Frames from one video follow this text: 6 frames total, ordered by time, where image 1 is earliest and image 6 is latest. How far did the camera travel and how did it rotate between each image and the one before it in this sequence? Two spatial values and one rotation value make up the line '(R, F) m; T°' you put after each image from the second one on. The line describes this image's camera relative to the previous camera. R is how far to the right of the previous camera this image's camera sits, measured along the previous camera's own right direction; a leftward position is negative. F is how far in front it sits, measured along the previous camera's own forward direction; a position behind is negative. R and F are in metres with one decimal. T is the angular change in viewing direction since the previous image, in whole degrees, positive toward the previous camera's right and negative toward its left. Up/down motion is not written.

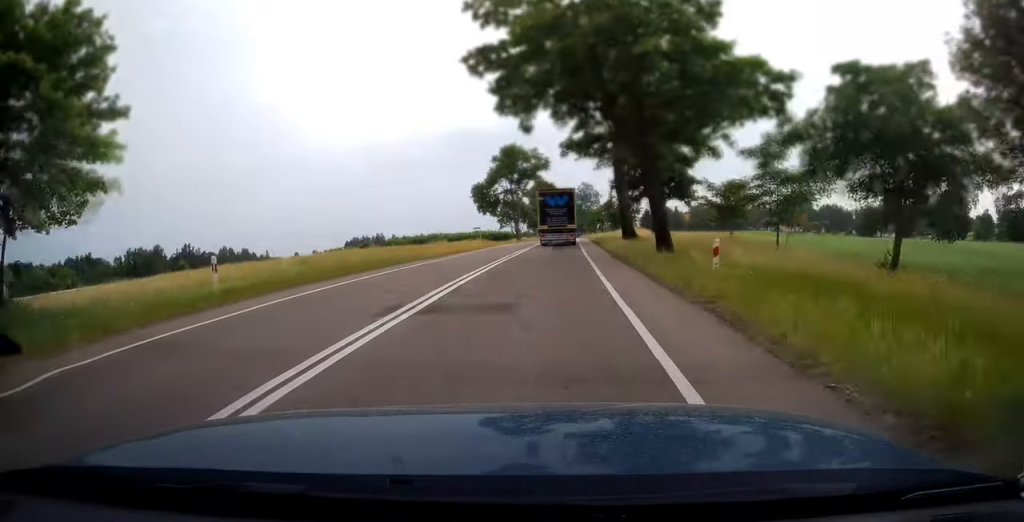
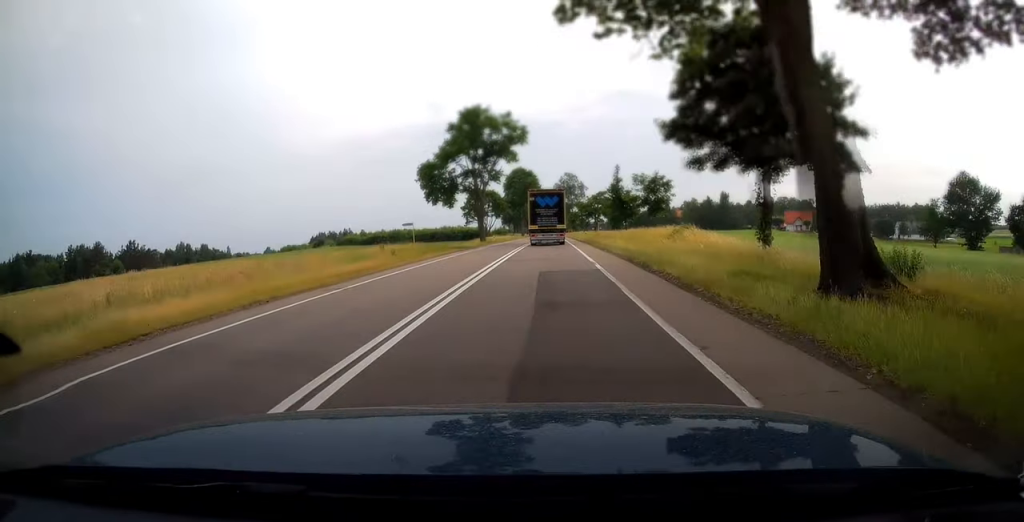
(+0.4, +31.6) m; +1°
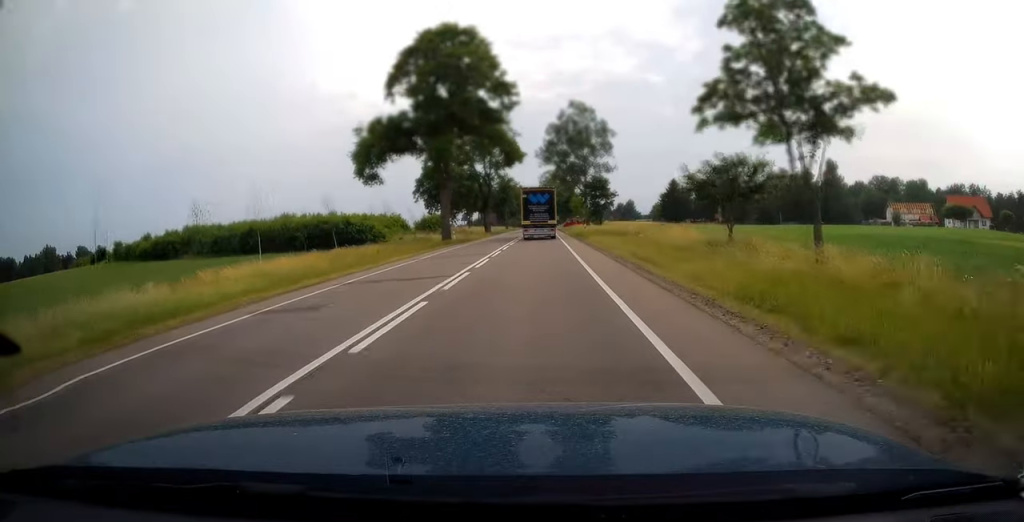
(+2.0, +126.6) m; +1°
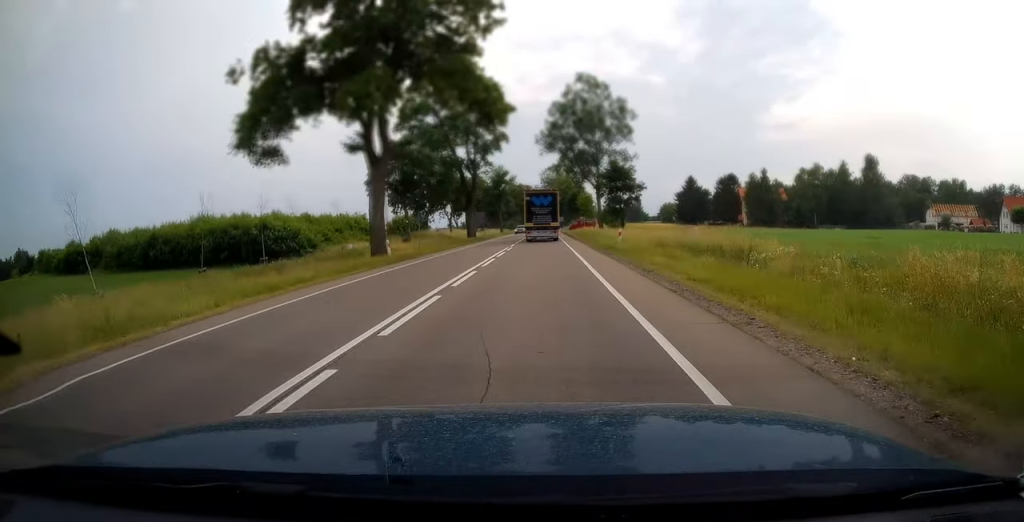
(0.0, +23.4) m; 0°
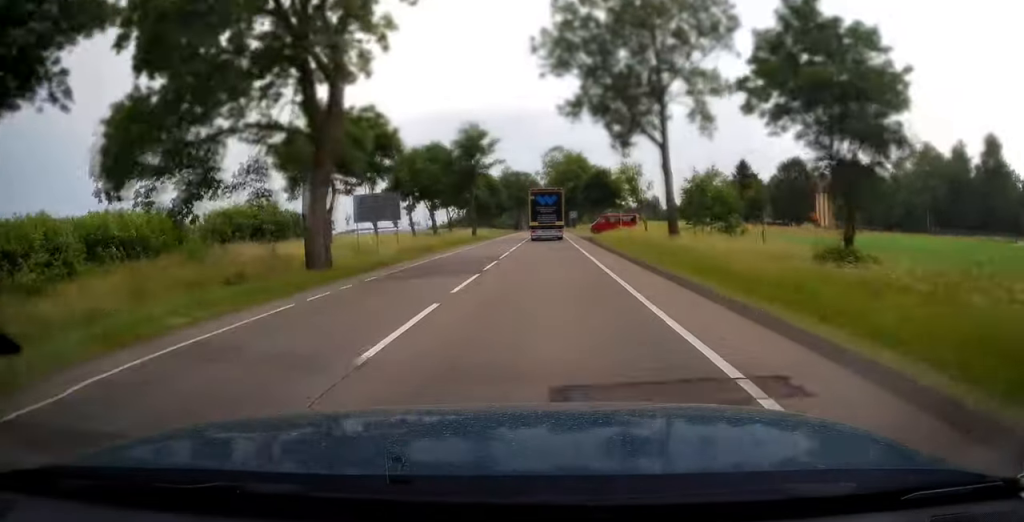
(-0.1, +50.6) m; 0°
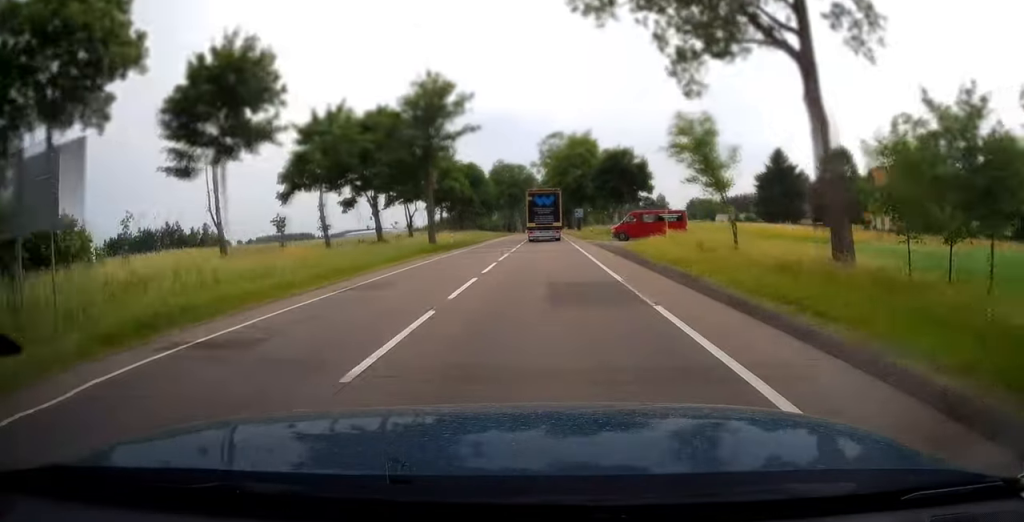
(+0.1, +25.0) m; 0°
